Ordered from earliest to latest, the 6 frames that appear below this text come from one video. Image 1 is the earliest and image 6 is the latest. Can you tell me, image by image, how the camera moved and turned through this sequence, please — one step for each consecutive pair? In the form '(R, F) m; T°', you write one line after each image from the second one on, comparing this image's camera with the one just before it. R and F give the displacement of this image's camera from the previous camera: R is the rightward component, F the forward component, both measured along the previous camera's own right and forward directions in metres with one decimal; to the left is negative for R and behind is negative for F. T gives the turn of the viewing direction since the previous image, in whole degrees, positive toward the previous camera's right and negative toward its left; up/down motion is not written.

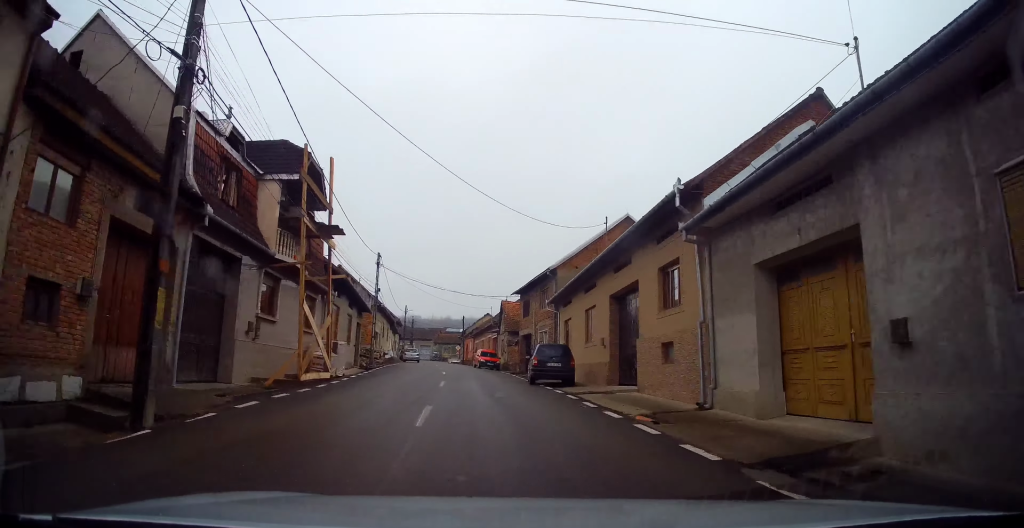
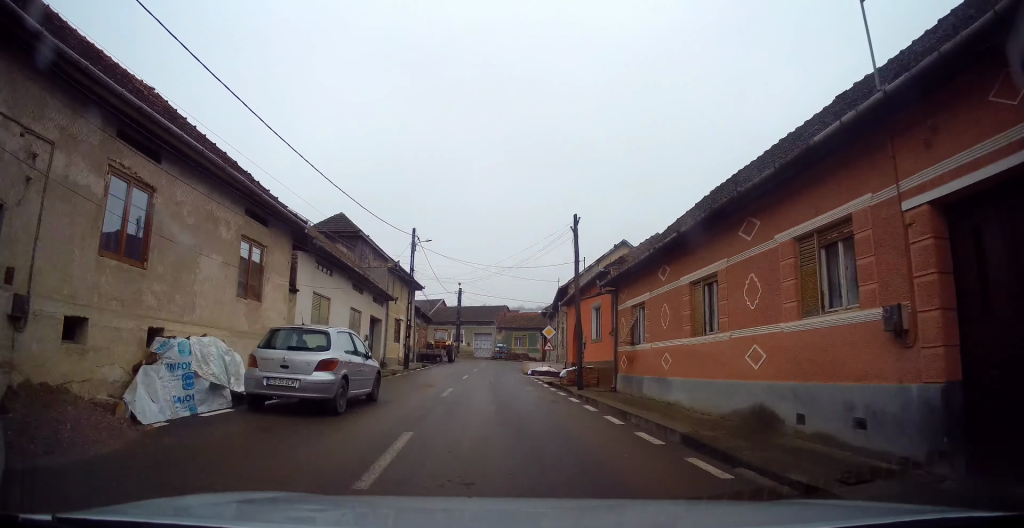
(-4.4, +47.5) m; -7°
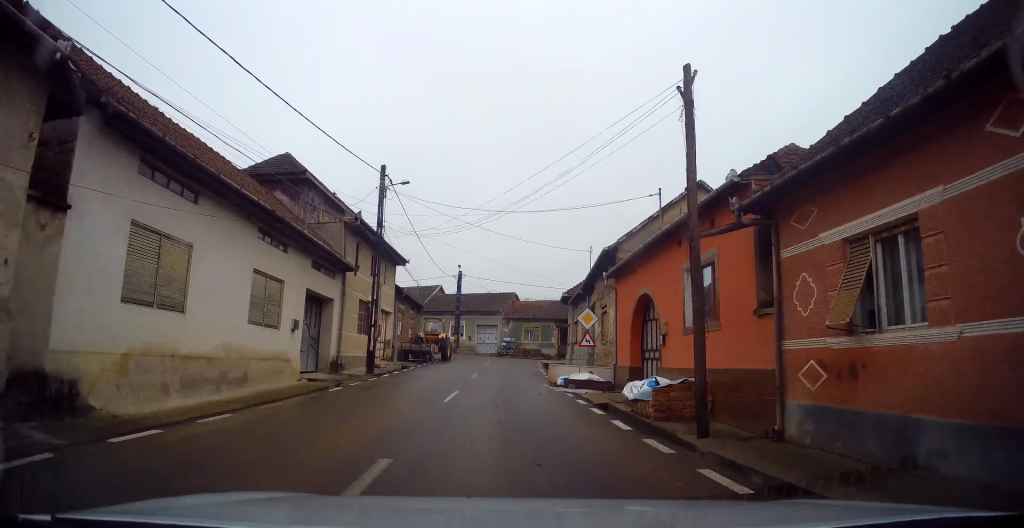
(+0.3, +10.4) m; +1°
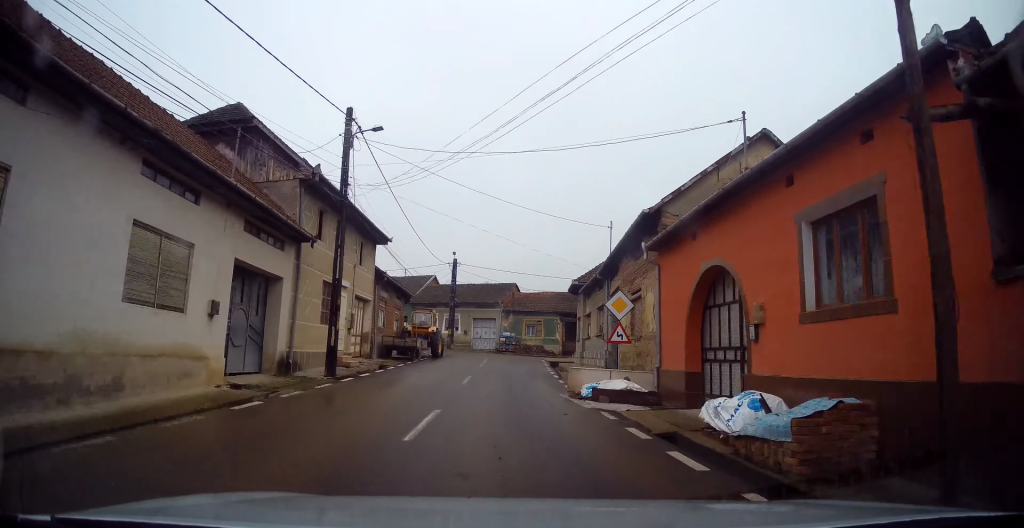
(-0.1, +5.1) m; 0°
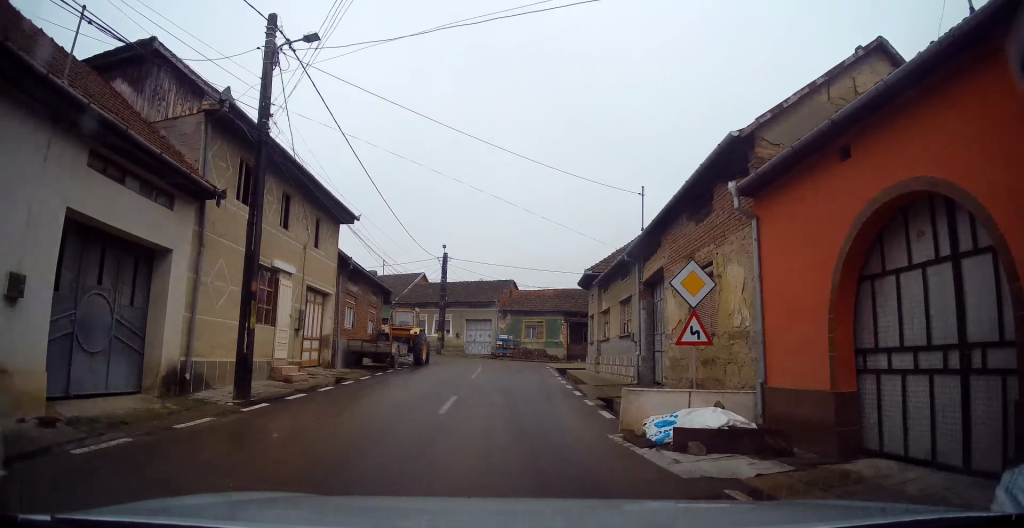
(0.0, +5.9) m; 0°
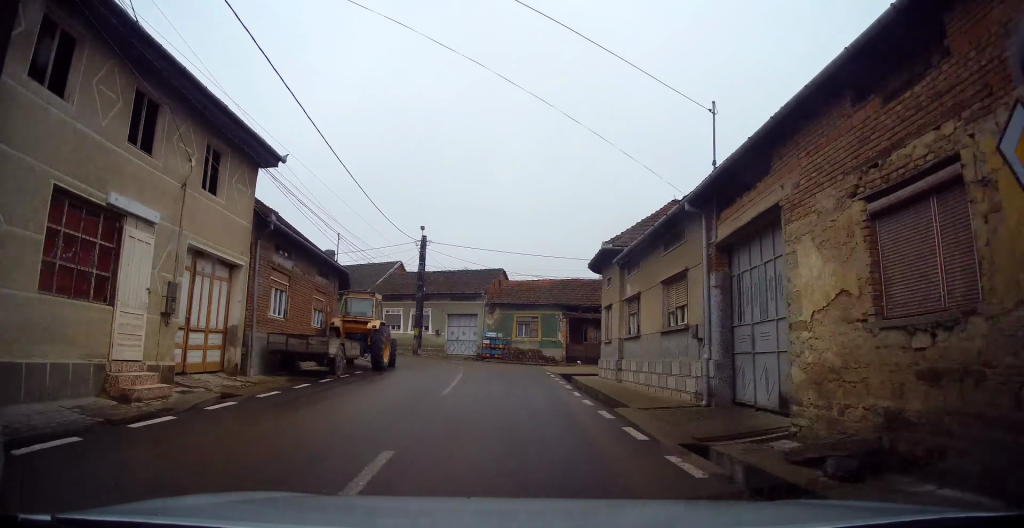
(+0.1, +7.2) m; +1°
